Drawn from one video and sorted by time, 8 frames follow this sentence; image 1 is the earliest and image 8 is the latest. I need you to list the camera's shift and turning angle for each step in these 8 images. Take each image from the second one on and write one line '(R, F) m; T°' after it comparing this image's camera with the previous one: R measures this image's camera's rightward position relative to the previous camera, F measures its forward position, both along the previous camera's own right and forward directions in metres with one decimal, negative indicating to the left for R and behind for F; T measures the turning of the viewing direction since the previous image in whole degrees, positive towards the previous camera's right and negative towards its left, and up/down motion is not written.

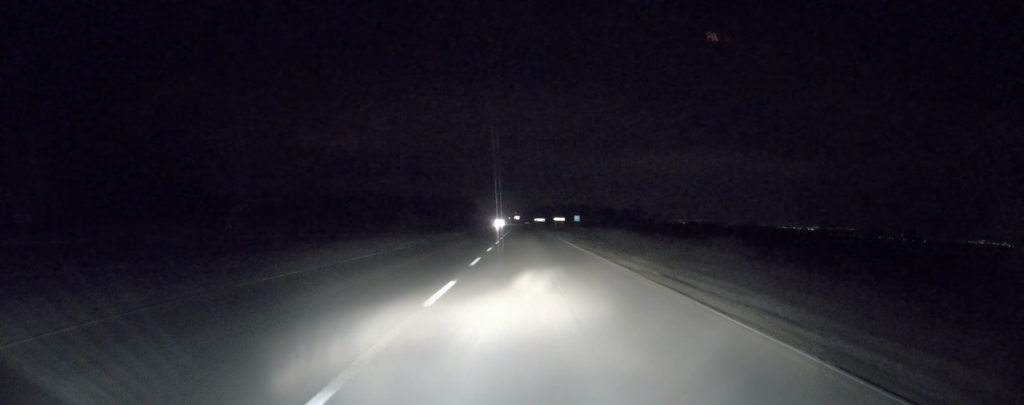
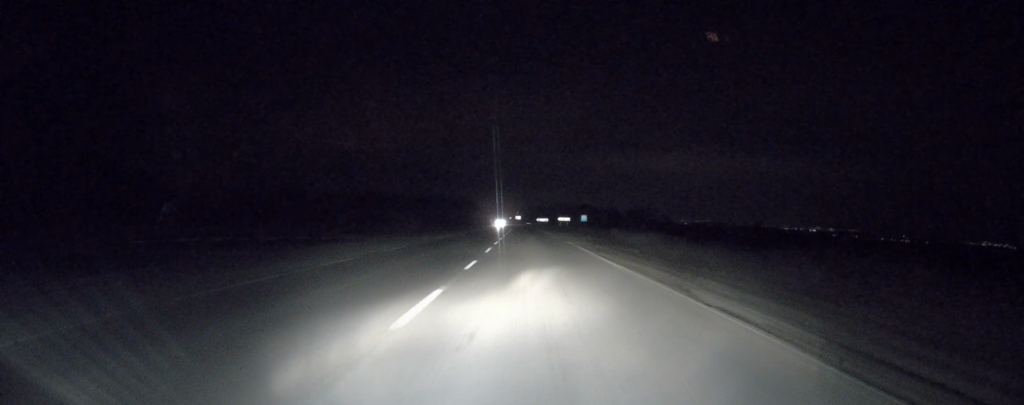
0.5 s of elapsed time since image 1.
(-0.1, +9.2) m; 0°
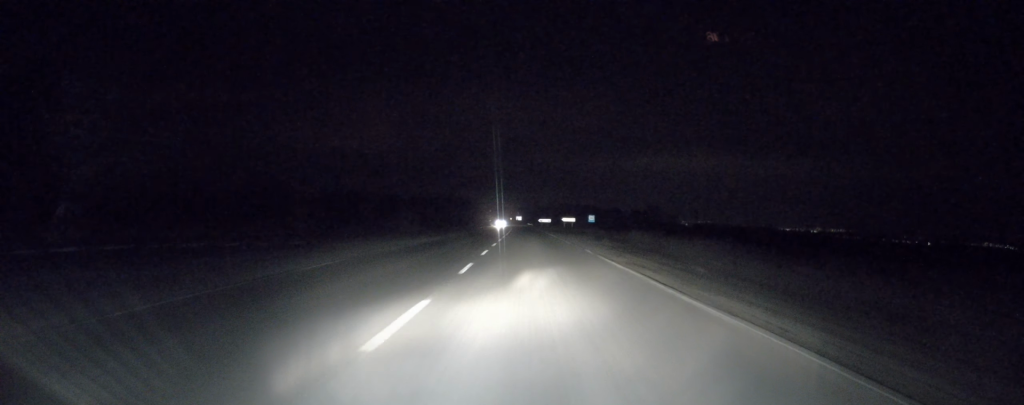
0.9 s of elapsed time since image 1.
(0.0, +9.1) m; 0°
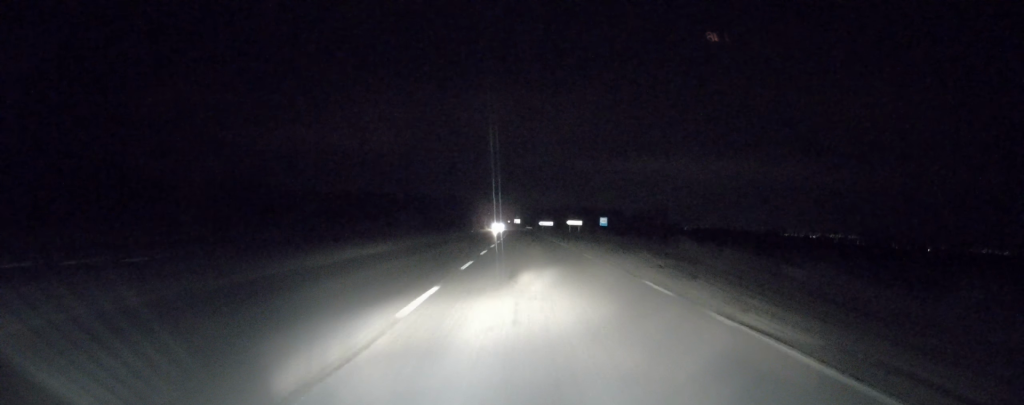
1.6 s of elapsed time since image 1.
(0.0, +13.6) m; 0°
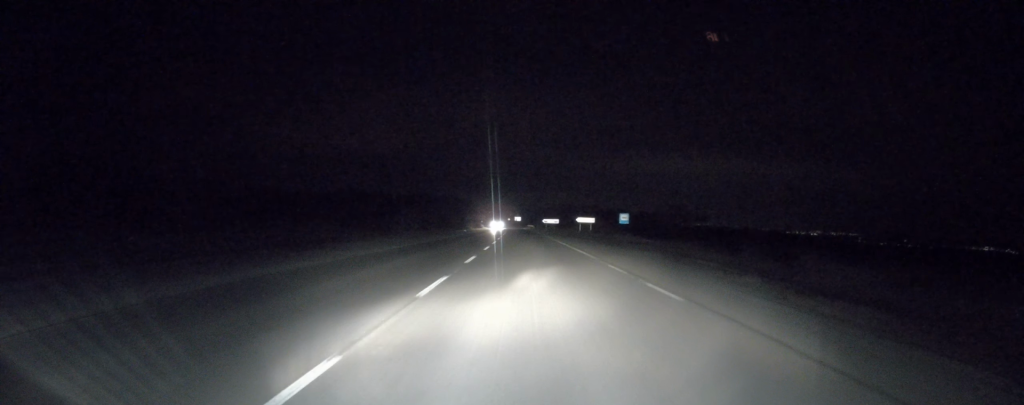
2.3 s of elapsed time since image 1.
(0.0, +13.4) m; 0°
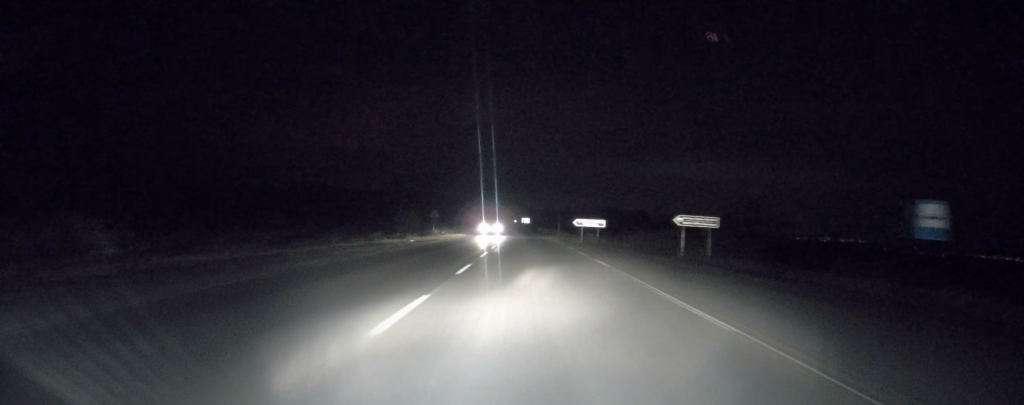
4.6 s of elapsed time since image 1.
(+0.2, +41.9) m; 0°
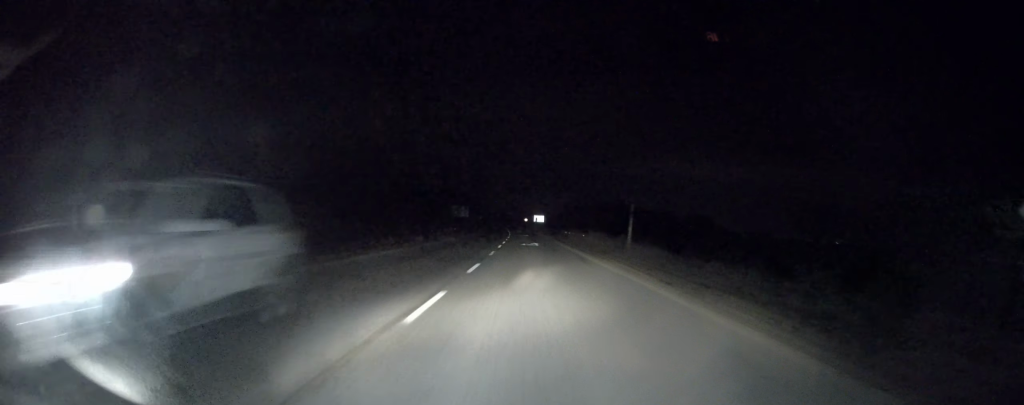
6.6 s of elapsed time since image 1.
(-0.8, +37.7) m; -2°
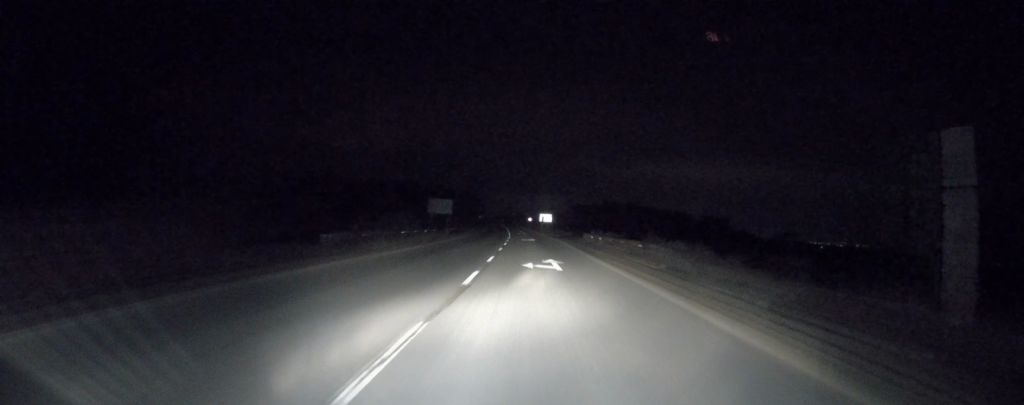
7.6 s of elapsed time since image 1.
(+0.1, +18.8) m; 0°
